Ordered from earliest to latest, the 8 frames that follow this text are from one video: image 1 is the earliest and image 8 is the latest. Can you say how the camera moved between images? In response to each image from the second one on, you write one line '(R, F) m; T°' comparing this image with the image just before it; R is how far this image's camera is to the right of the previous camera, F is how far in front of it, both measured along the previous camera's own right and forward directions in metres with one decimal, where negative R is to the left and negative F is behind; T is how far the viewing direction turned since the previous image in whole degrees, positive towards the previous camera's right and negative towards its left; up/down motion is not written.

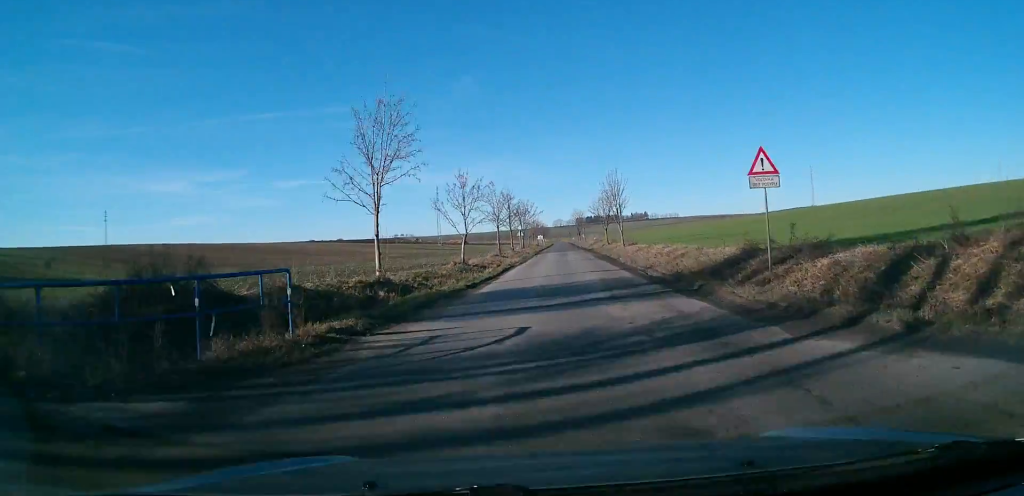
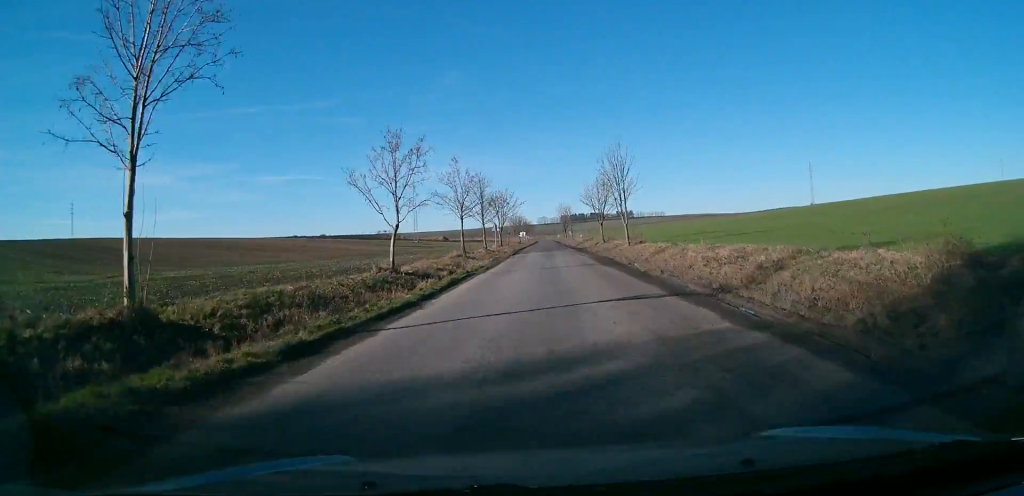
(+0.1, +13.4) m; +1°
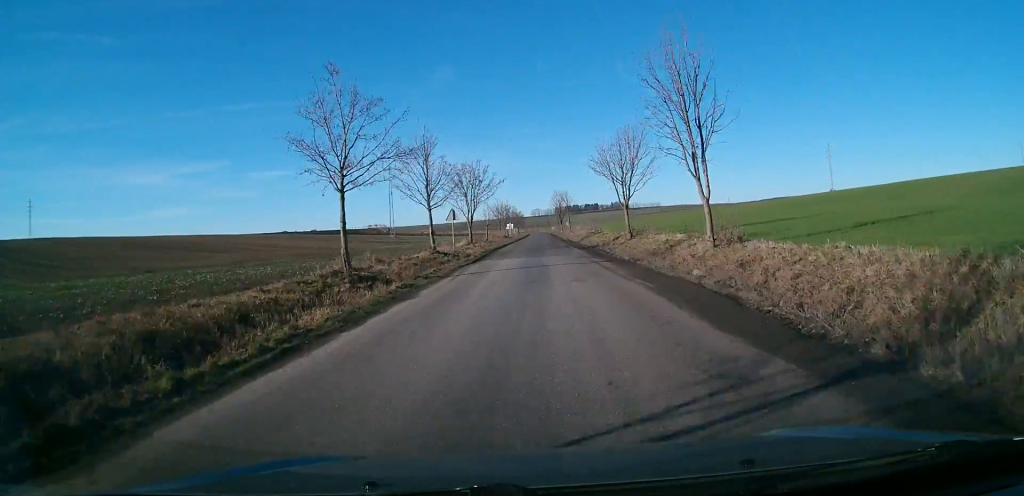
(+0.4, +22.3) m; +1°
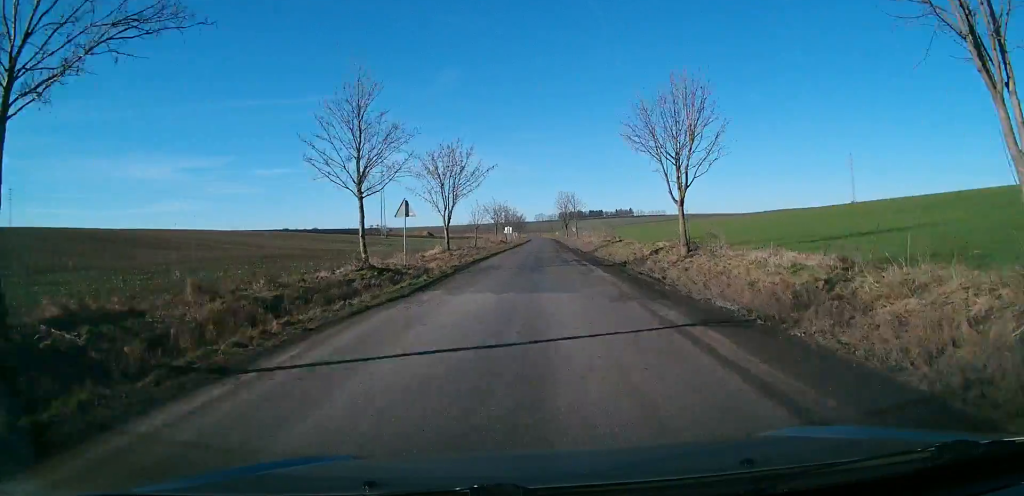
(0.0, +13.1) m; 0°
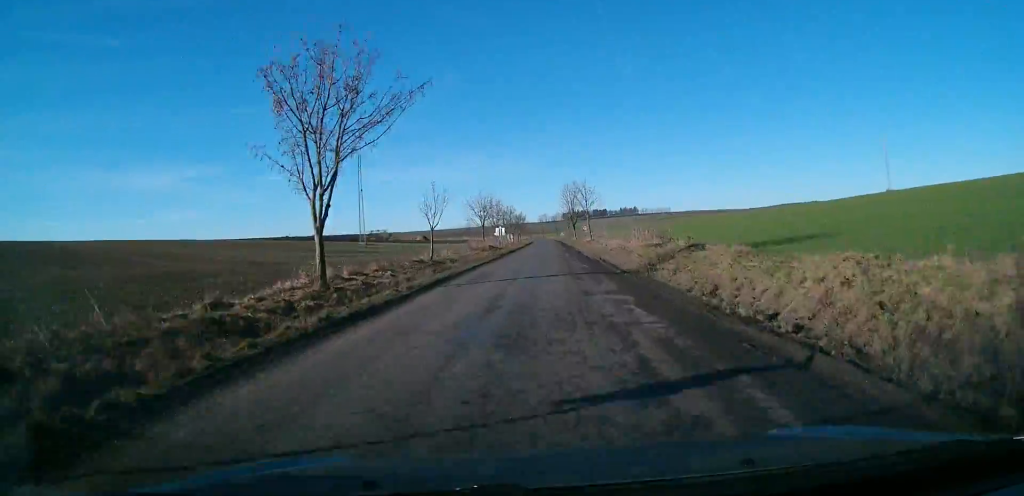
(0.0, +21.9) m; 0°
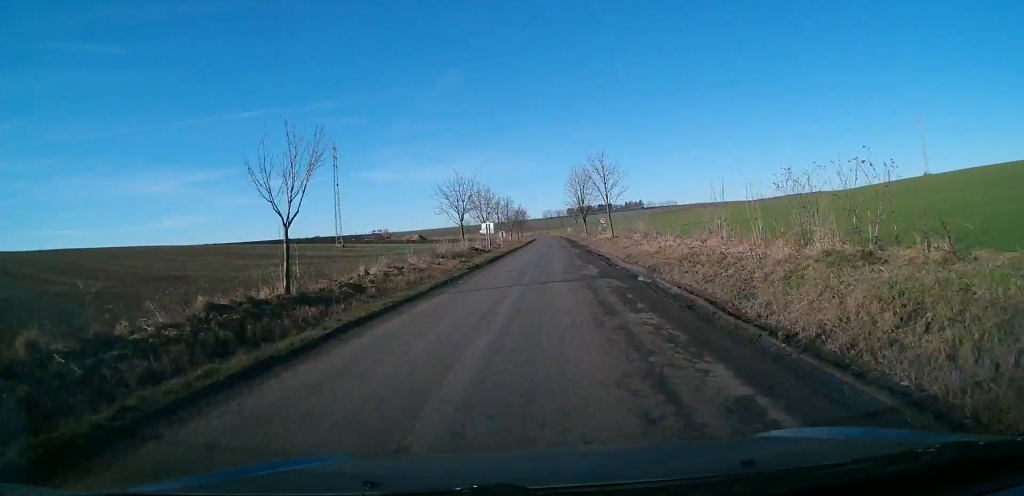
(0.0, +19.3) m; -2°
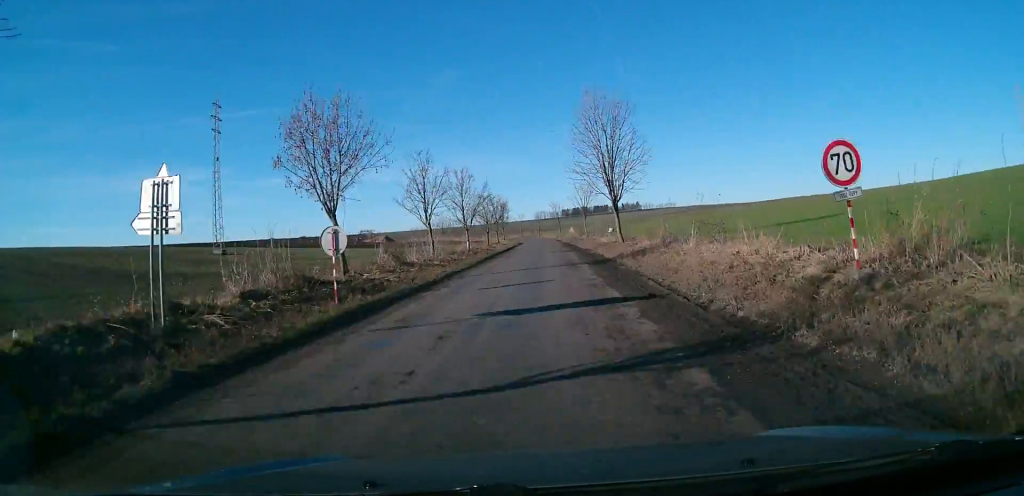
(0.0, +46.3) m; +1°
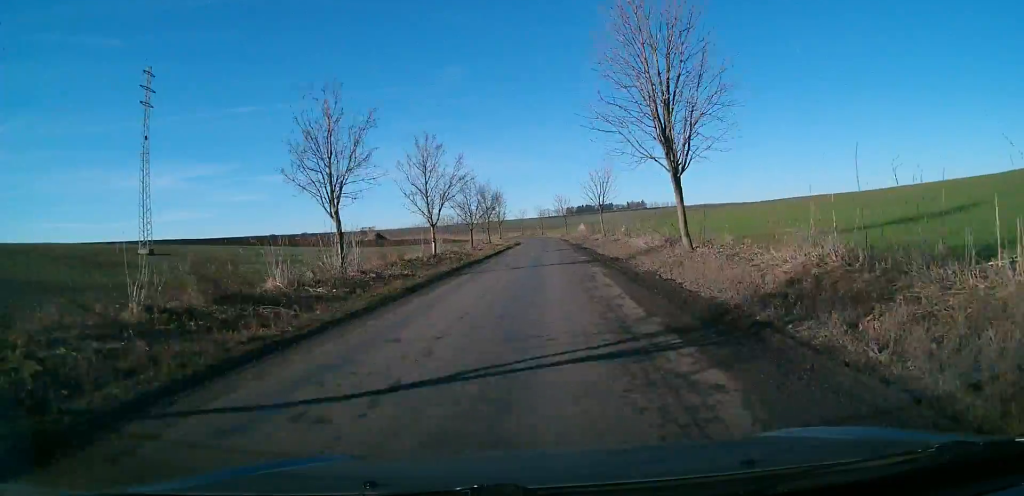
(+0.1, +17.5) m; 0°
